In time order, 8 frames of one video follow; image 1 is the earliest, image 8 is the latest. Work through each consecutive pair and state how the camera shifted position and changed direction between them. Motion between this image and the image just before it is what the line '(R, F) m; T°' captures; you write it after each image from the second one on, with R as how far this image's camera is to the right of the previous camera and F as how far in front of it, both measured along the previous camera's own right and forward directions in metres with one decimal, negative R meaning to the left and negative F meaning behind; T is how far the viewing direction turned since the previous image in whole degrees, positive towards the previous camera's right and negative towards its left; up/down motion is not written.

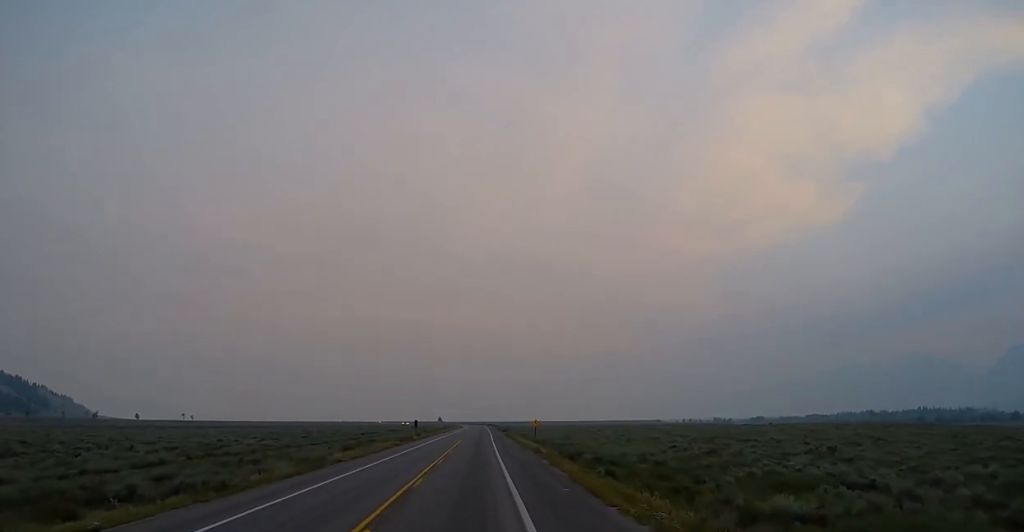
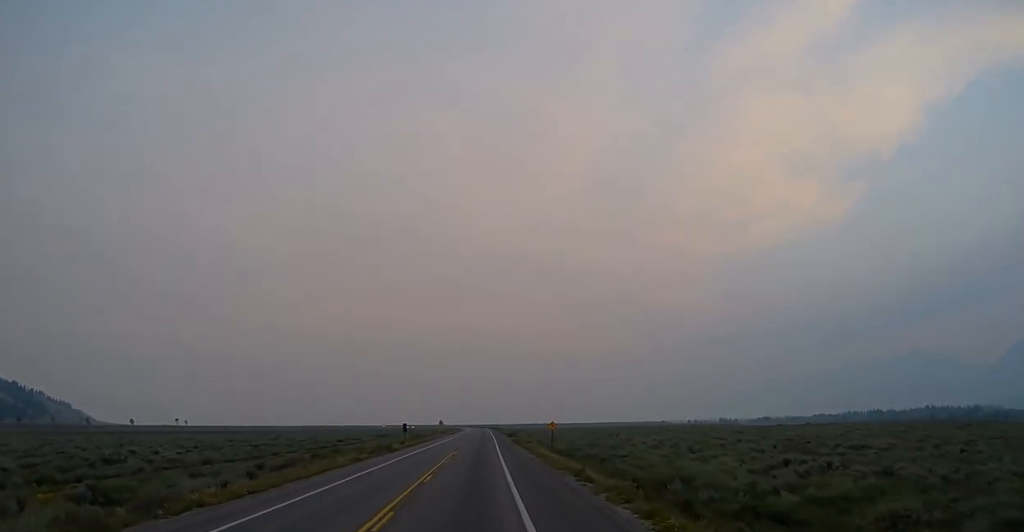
(-0.2, +20.5) m; -1°
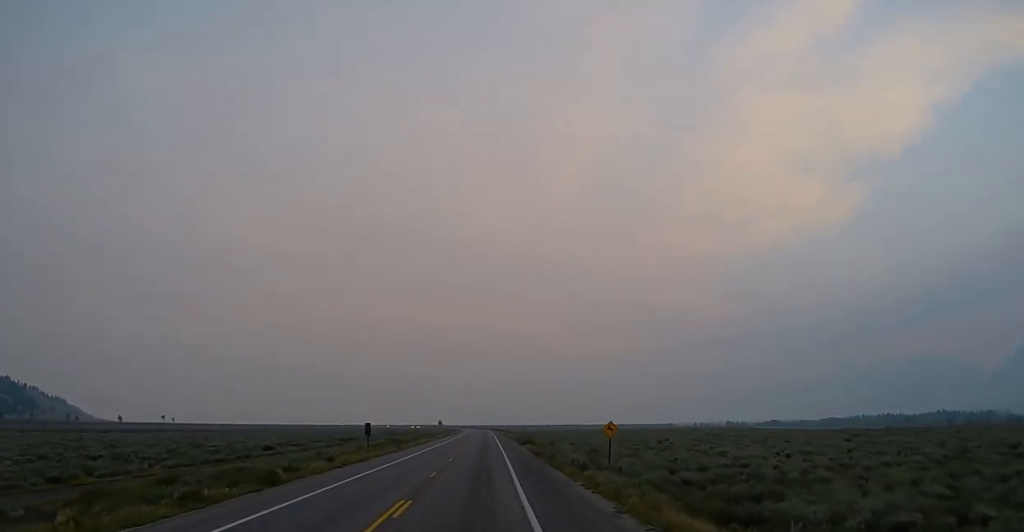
(-0.1, +36.1) m; 0°
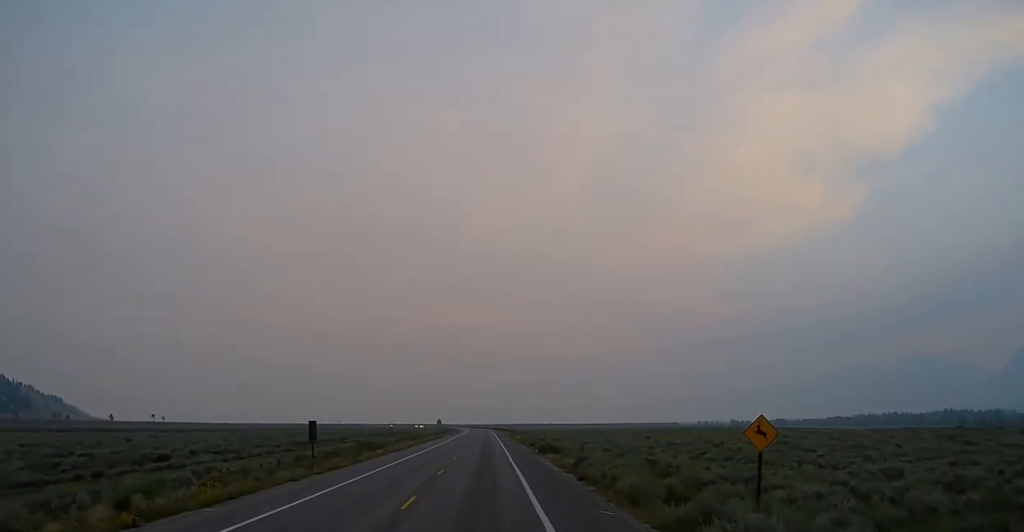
(0.0, +22.3) m; +1°
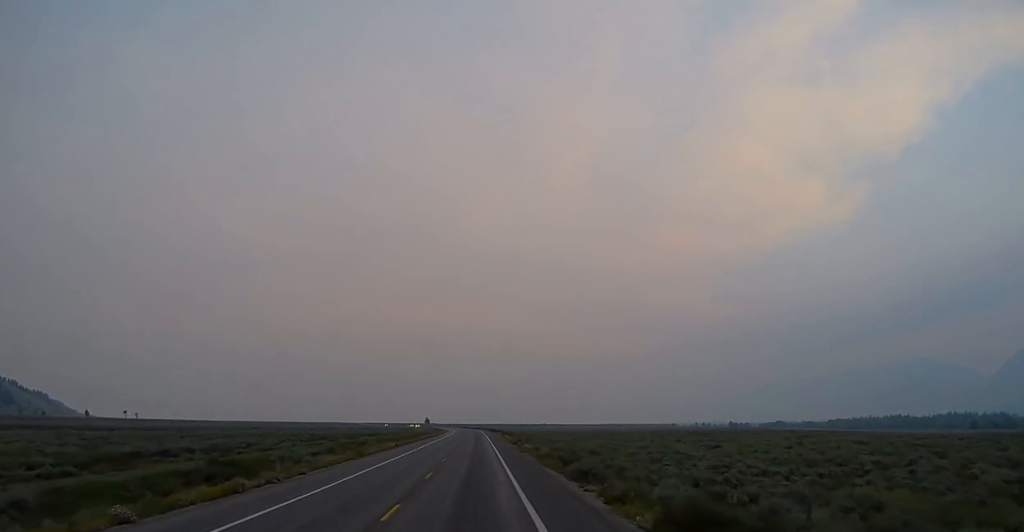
(+0.6, +37.3) m; 0°
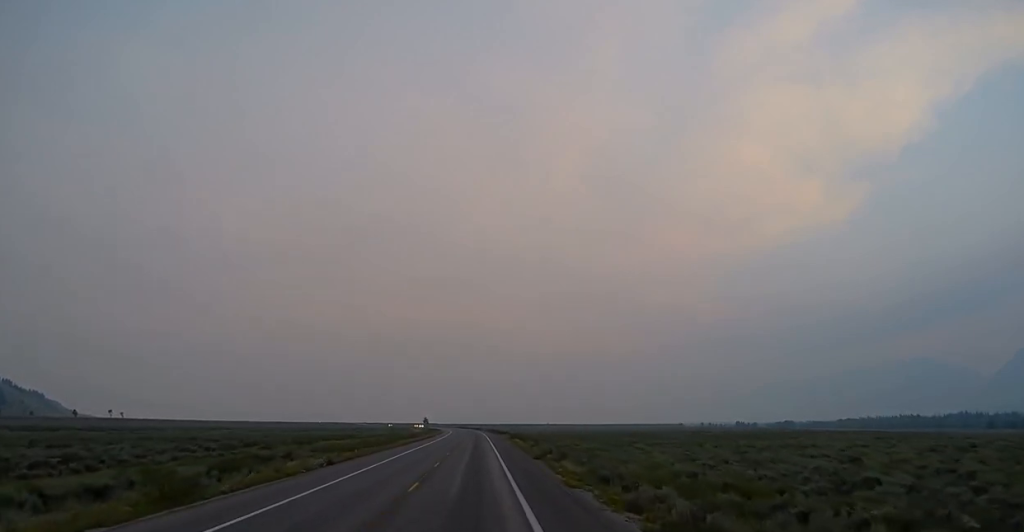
(-0.6, +31.1) m; 0°
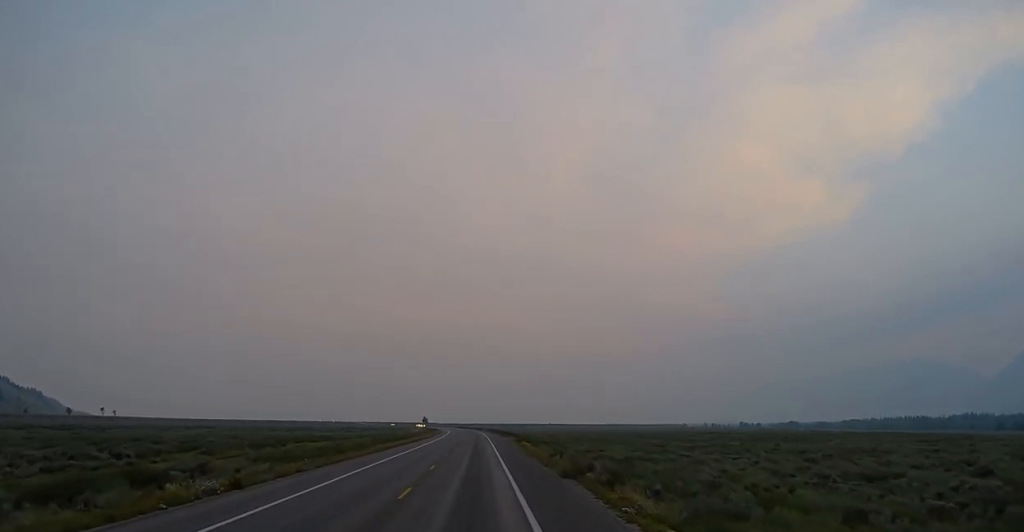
(+0.3, +14.5) m; 0°
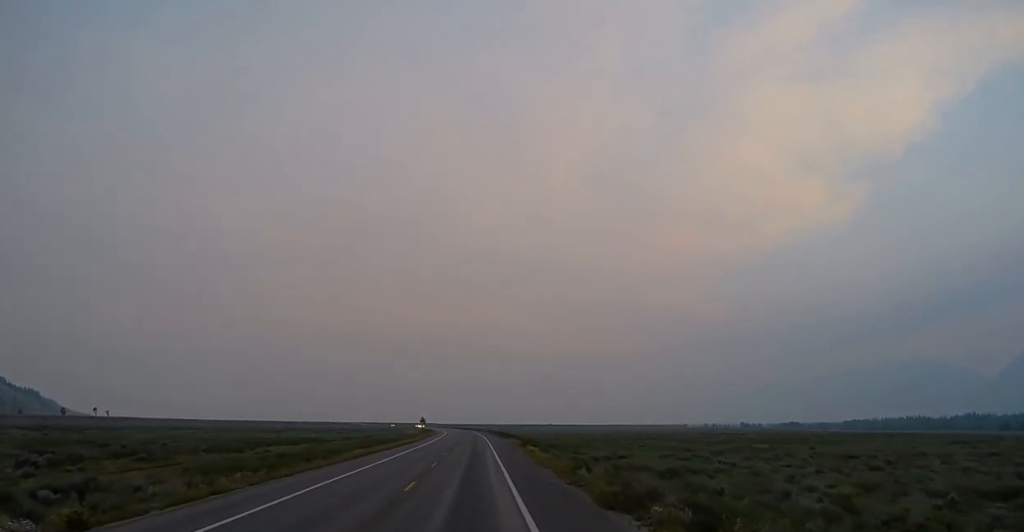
(0.0, +9.6) m; 0°
